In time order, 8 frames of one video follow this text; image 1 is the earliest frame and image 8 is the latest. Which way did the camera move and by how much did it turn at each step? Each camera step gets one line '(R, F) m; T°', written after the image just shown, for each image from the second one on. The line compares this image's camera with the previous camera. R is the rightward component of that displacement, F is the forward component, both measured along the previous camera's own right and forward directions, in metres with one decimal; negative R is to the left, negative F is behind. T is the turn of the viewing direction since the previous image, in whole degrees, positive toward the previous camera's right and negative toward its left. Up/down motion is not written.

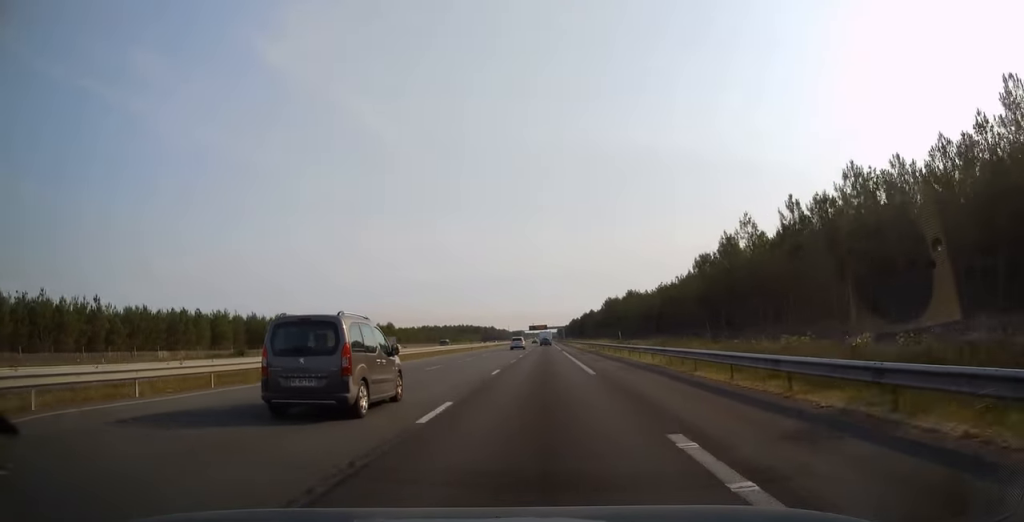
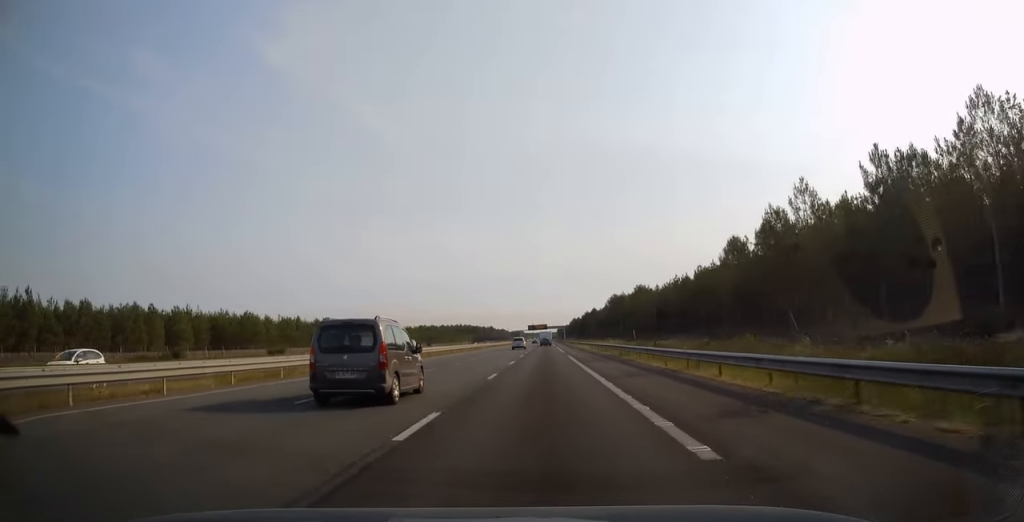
(+0.1, +14.7) m; 0°
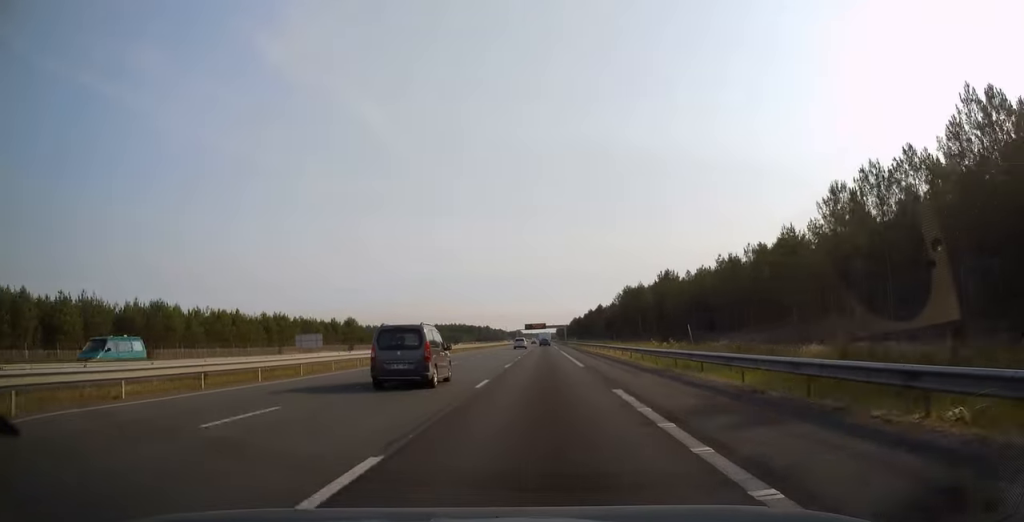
(-0.1, +30.0) m; 0°
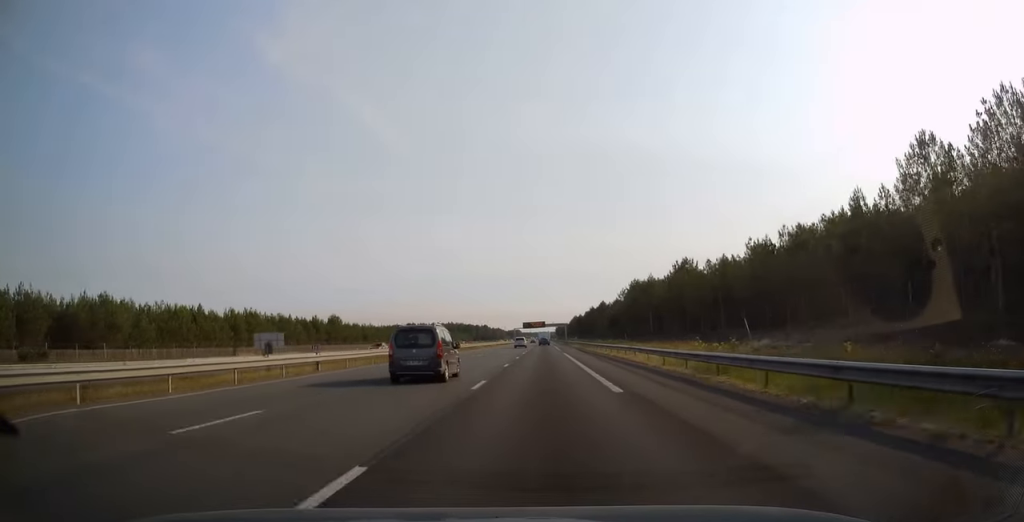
(0.0, +13.8) m; 0°
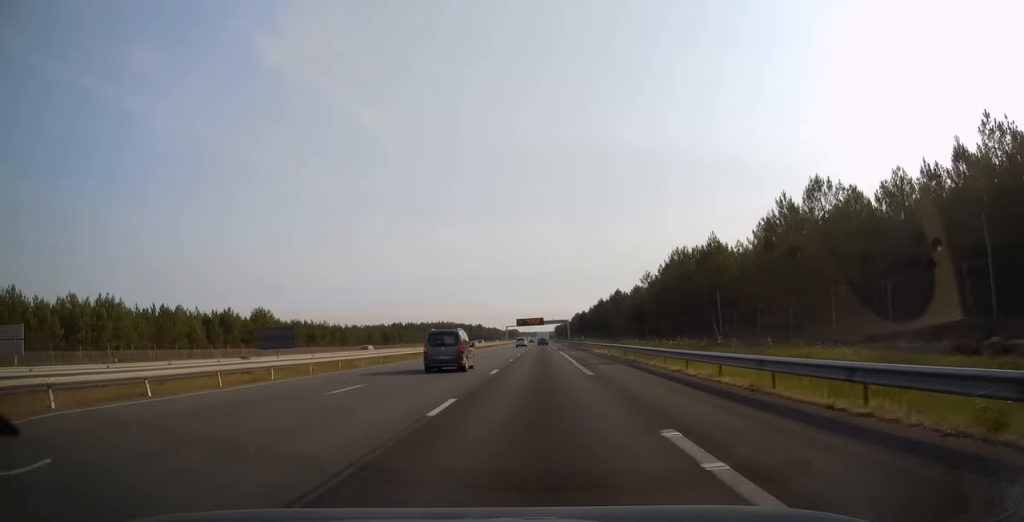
(+0.4, +44.8) m; 0°
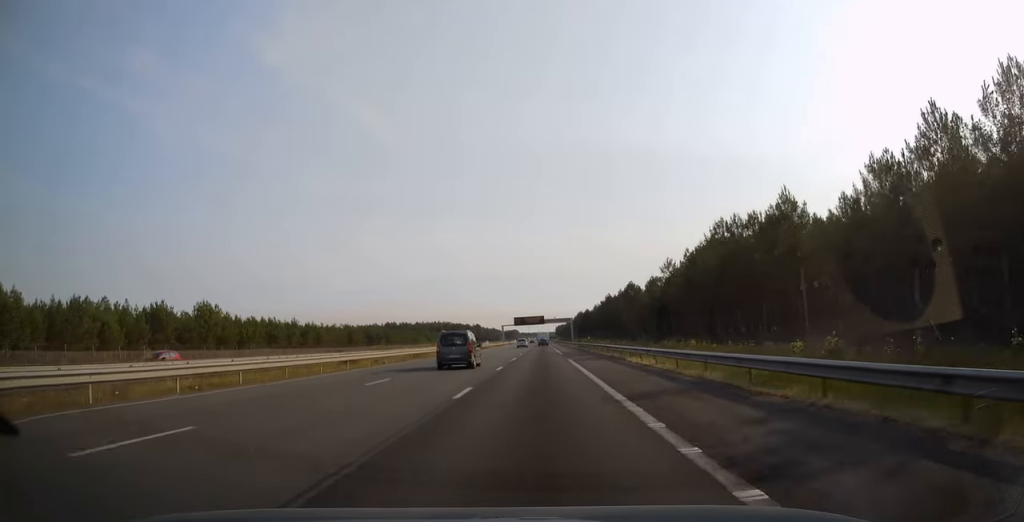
(-0.1, +22.6) m; 0°
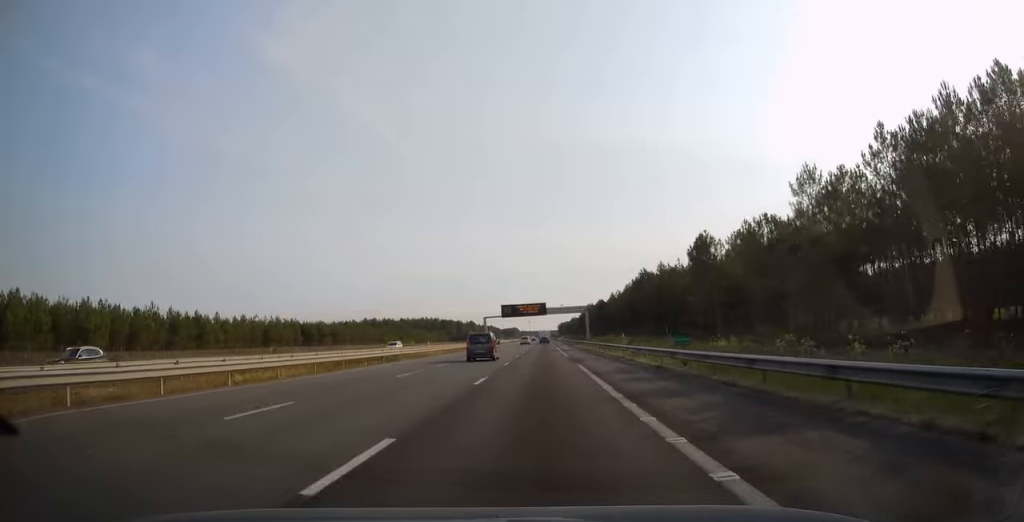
(0.0, +60.9) m; 0°
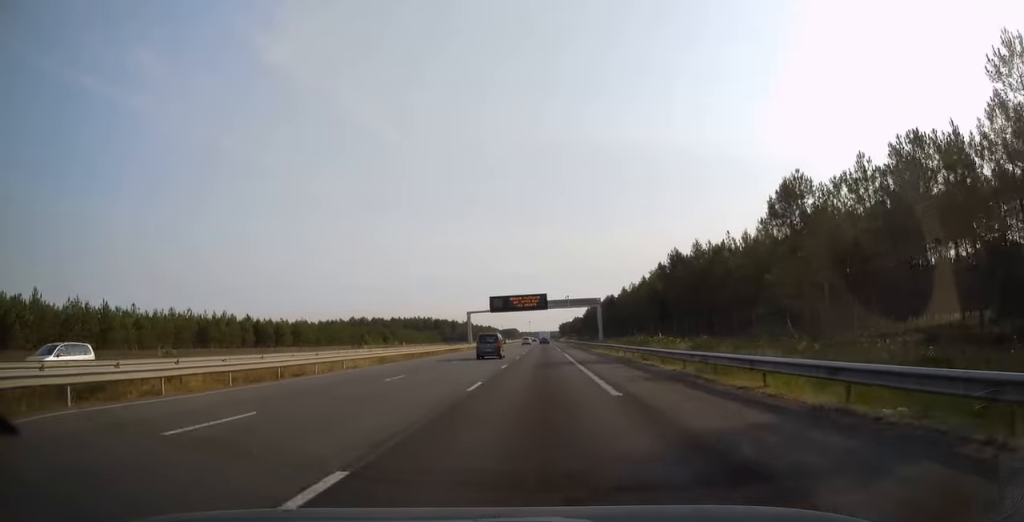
(0.0, +28.0) m; 0°
